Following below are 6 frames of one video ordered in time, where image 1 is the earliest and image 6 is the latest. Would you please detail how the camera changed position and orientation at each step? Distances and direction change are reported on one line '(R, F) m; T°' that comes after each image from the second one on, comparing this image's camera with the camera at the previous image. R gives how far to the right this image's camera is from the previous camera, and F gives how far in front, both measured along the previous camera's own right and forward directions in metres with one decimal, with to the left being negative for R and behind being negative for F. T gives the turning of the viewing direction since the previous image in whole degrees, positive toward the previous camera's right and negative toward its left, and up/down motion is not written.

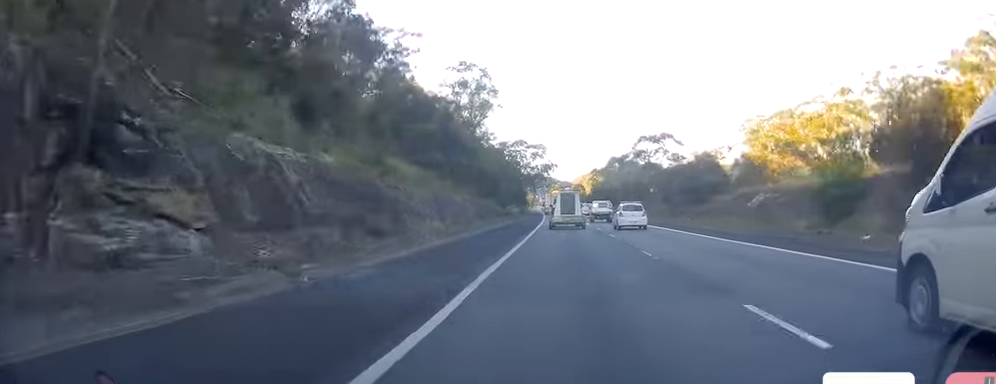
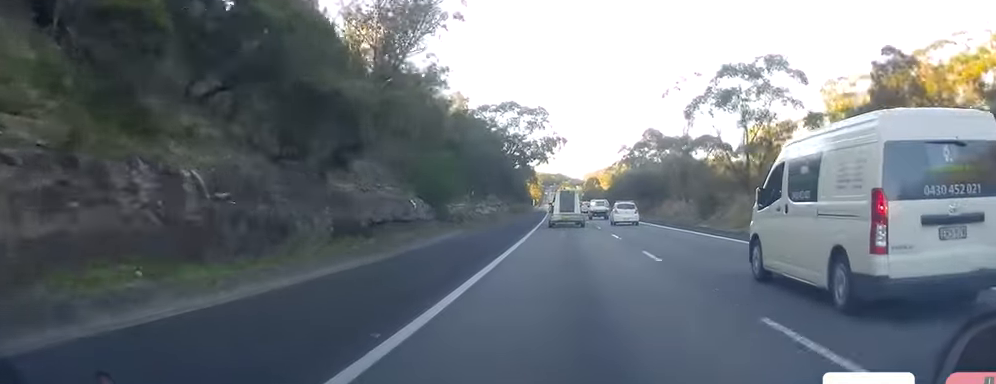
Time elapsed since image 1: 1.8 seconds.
(+0.7, +49.6) m; -1°
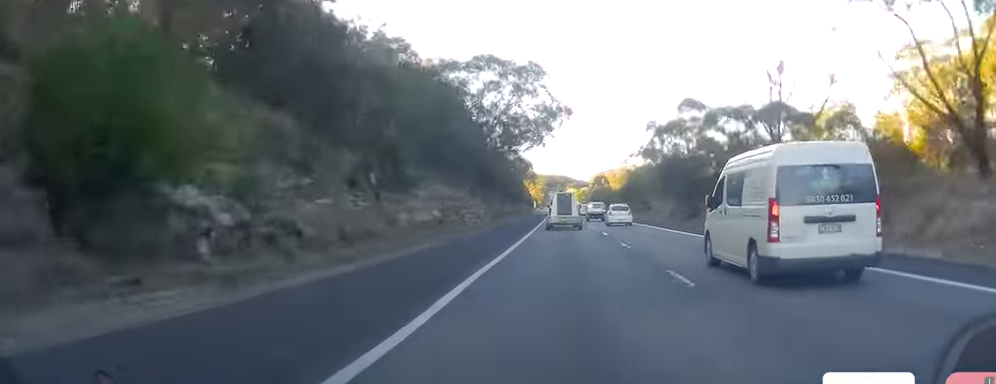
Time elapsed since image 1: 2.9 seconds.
(-0.9, +29.6) m; -2°
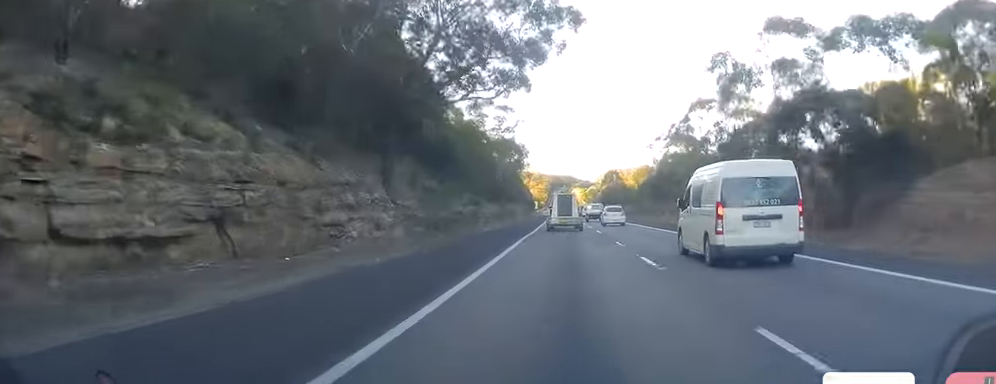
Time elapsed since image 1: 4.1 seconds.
(0.0, +31.0) m; 0°
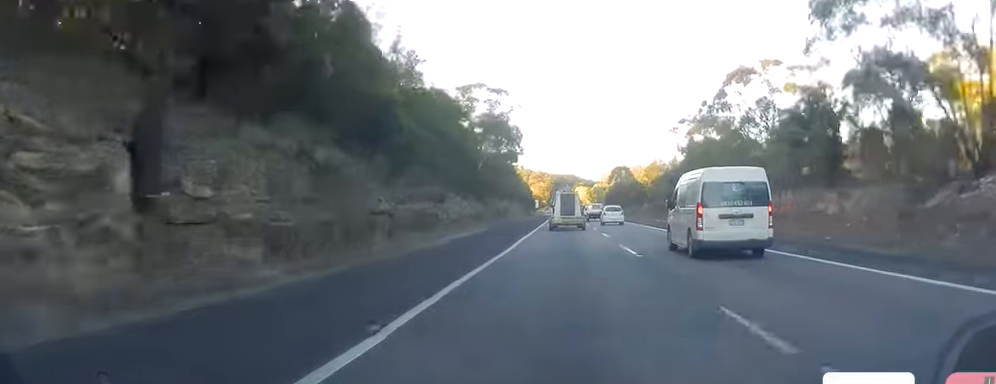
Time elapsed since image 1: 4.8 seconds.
(0.0, +19.3) m; 0°
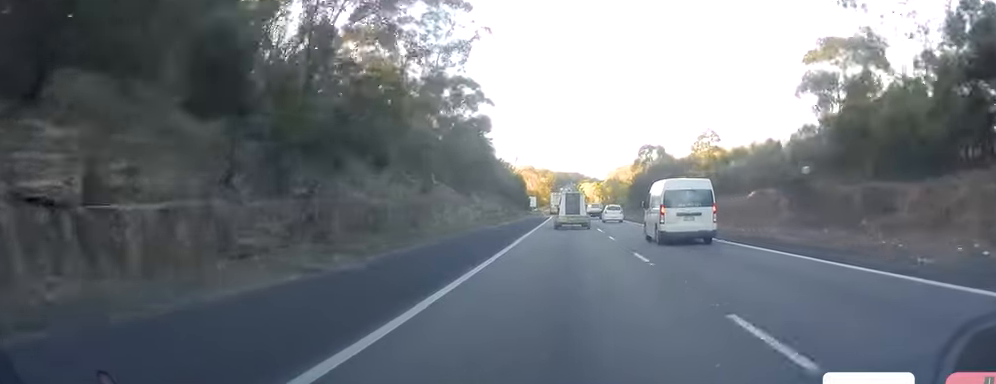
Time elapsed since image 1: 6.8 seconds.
(0.0, +50.9) m; 0°
